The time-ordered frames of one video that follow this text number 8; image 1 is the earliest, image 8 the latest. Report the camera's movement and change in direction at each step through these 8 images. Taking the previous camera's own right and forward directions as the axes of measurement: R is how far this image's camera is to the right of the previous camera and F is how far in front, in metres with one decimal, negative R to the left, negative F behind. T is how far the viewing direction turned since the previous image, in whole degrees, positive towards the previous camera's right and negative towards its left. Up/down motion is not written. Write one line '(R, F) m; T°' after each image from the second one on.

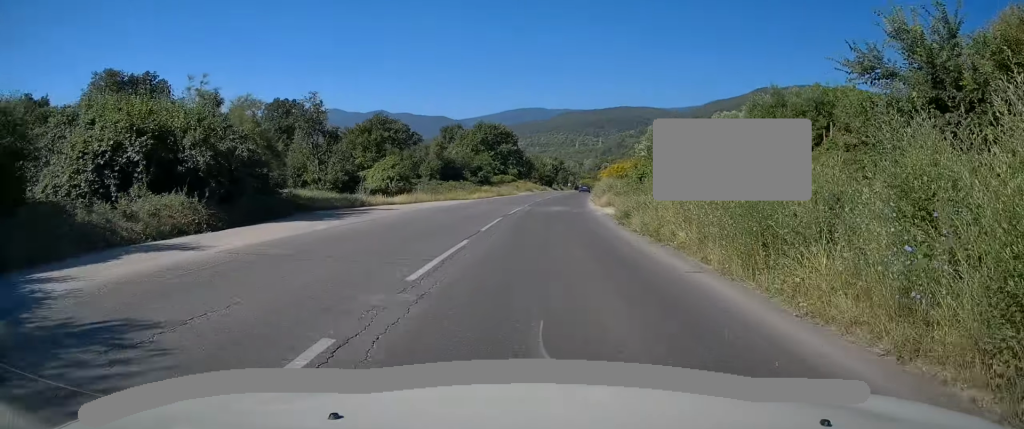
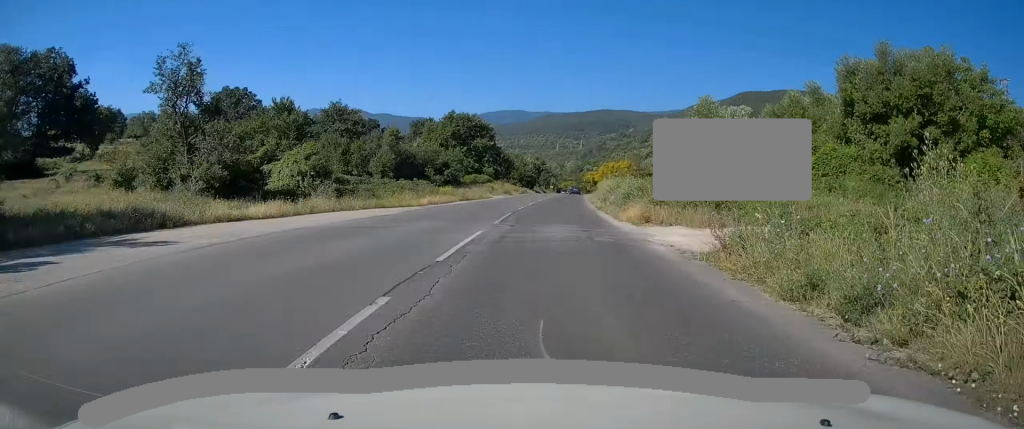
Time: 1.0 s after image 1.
(+0.1, +16.5) m; +1°
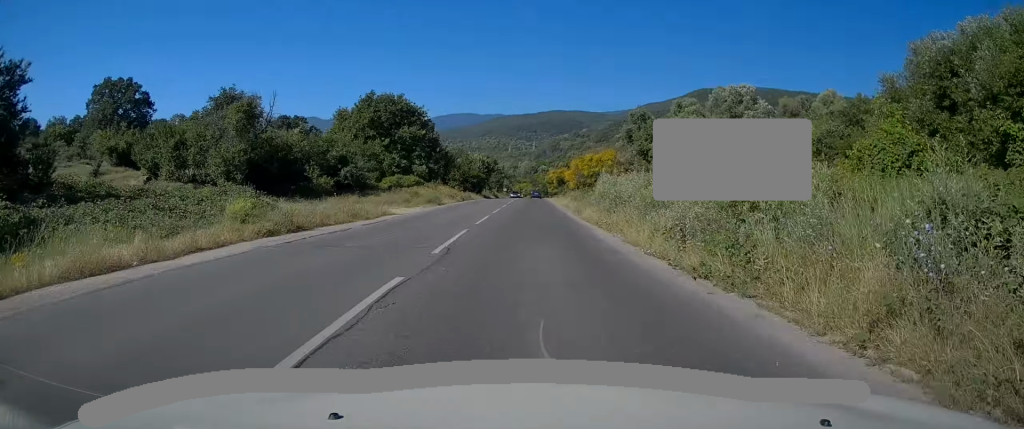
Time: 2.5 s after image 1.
(+0.9, +25.0) m; +5°
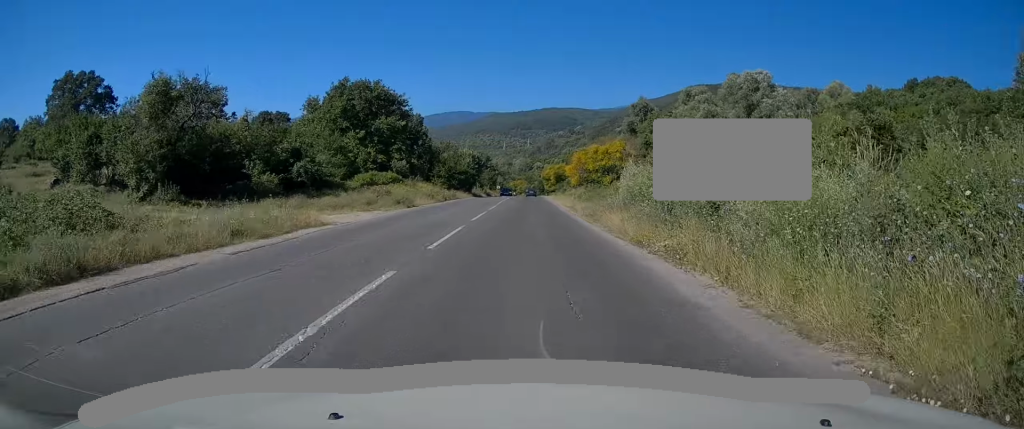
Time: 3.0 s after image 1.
(+0.2, +8.8) m; +2°
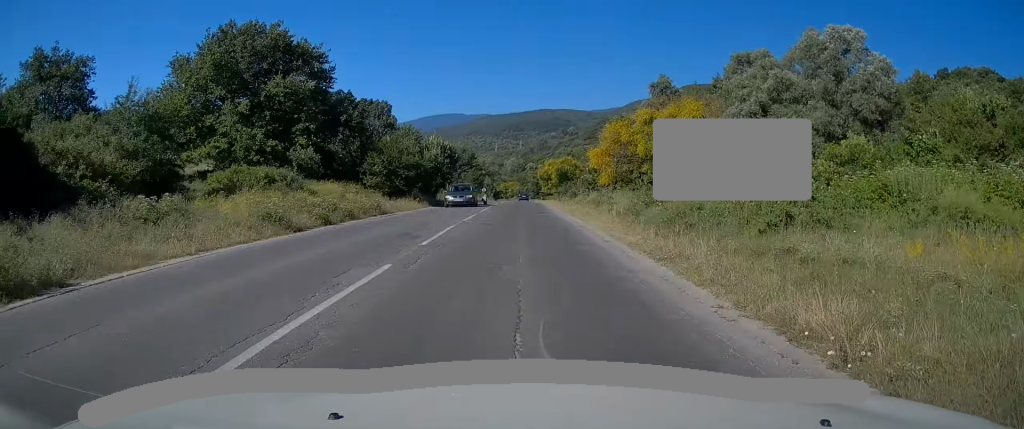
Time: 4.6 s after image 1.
(+0.3, +25.8) m; 0°
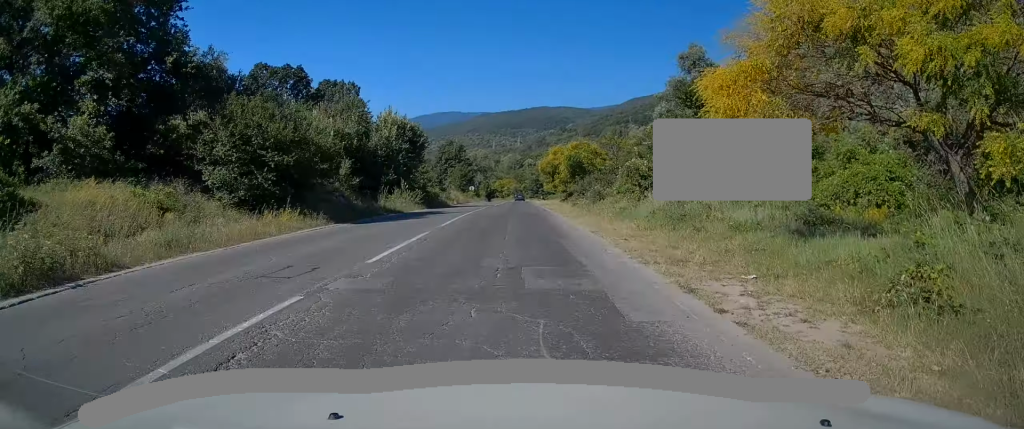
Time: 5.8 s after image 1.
(-0.3, +20.7) m; -1°
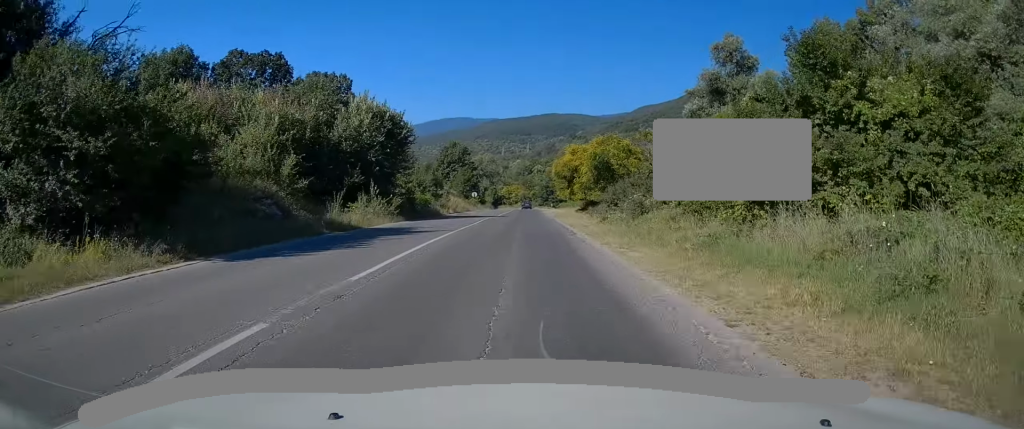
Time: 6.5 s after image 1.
(0.0, +10.2) m; 0°
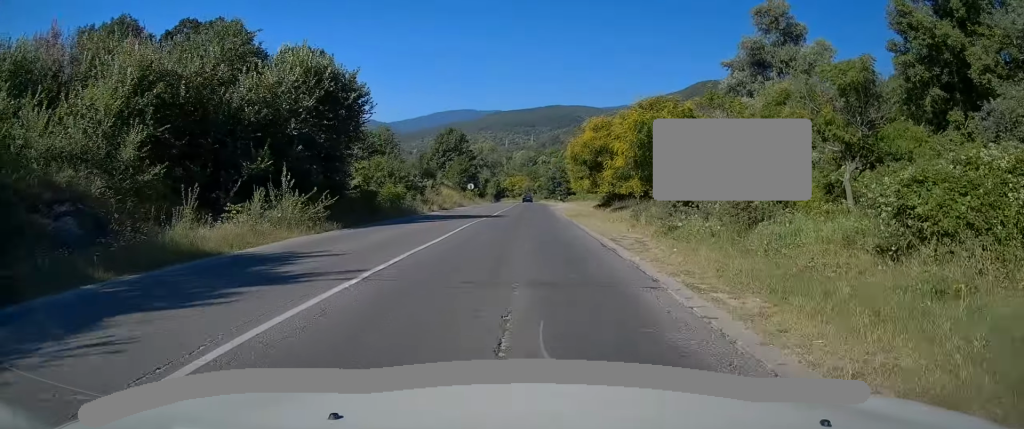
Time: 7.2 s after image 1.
(+0.1, +11.6) m; -1°
